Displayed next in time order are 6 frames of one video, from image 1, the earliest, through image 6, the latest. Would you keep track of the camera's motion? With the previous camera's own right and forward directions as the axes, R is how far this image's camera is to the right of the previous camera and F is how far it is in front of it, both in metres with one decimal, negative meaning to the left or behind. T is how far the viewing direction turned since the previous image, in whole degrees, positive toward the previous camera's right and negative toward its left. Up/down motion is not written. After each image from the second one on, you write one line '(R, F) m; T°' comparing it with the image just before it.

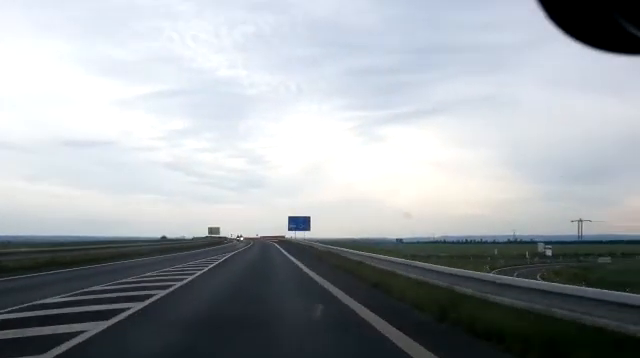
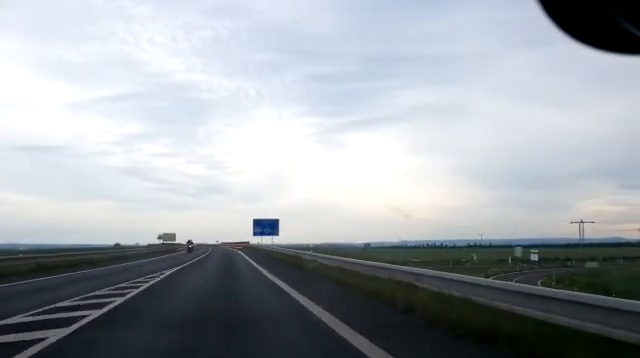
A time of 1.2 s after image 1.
(+0.7, +13.9) m; +4°
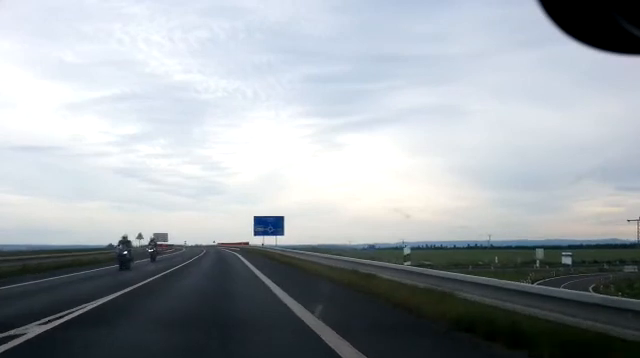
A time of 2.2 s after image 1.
(+0.3, +13.3) m; +1°
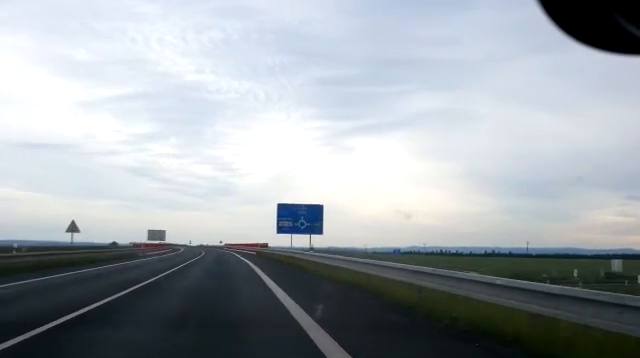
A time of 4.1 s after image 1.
(+0.2, +27.3) m; +1°
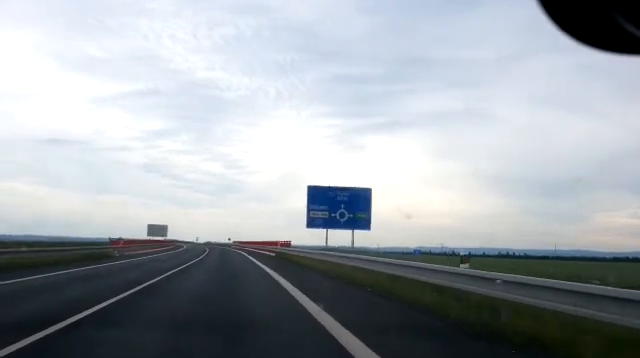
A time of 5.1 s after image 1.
(+0.1, +14.7) m; +1°
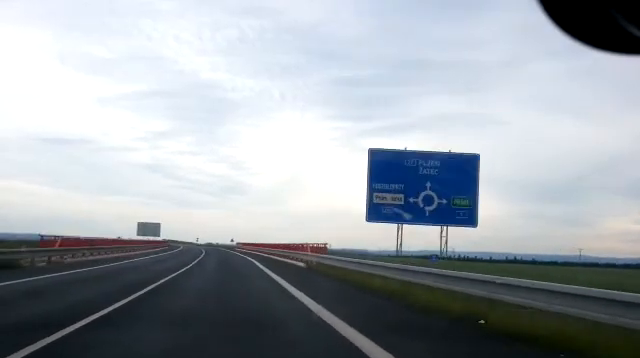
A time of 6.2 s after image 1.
(+0.1, +15.7) m; -1°
